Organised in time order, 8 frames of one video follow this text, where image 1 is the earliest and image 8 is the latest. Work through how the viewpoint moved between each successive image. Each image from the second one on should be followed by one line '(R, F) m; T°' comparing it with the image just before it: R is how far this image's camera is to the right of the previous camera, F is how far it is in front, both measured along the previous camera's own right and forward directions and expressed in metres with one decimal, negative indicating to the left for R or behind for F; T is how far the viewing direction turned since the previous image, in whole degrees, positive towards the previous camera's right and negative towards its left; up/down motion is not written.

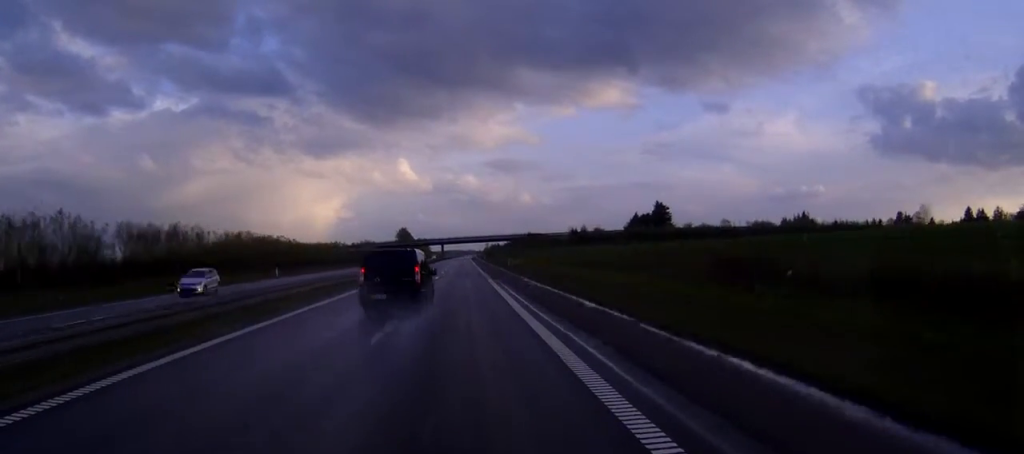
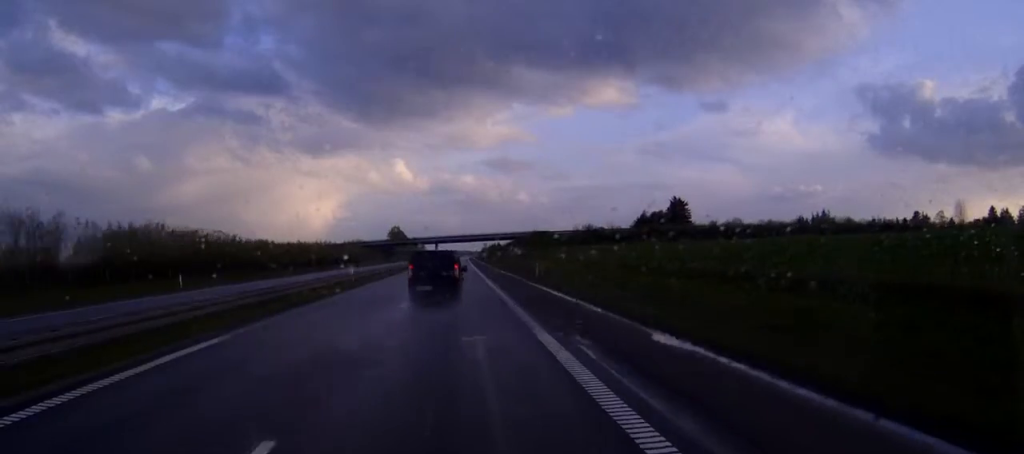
(+0.1, +28.3) m; 0°
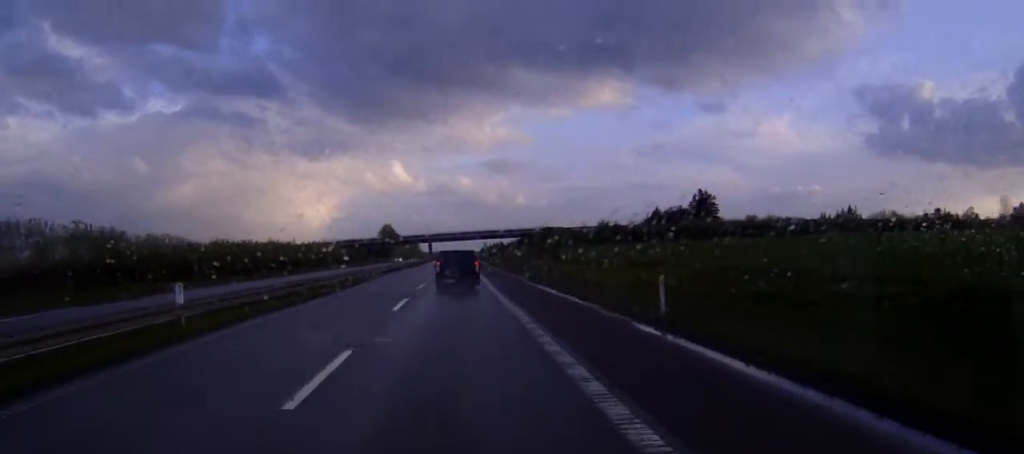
(+0.1, +31.6) m; 0°
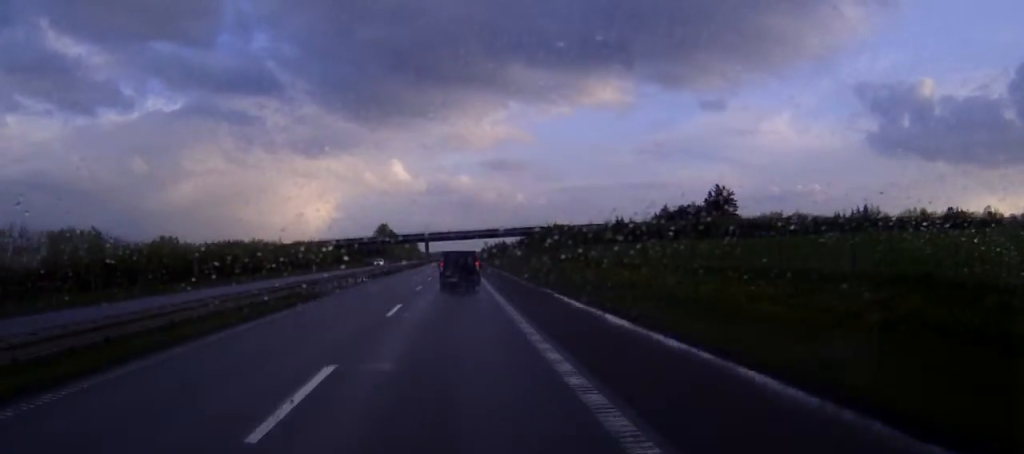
(0.0, +16.3) m; 0°
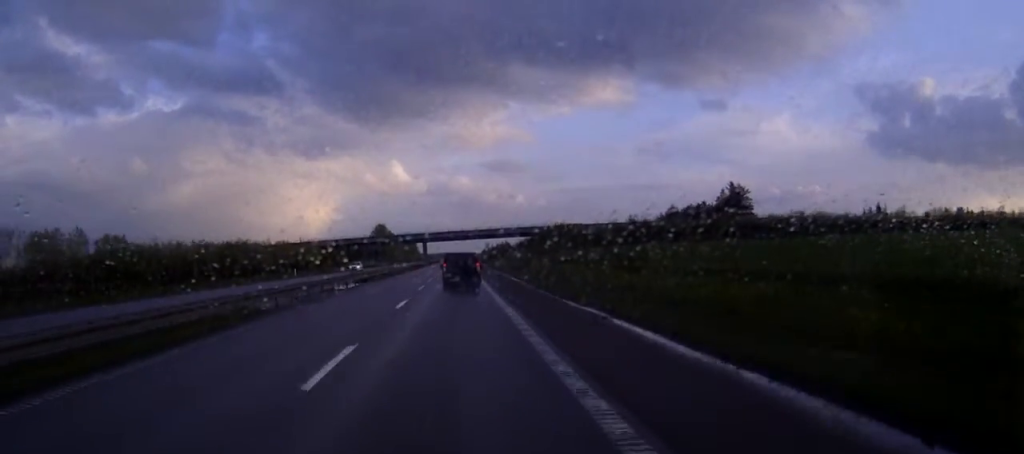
(-0.1, +12.0) m; 0°
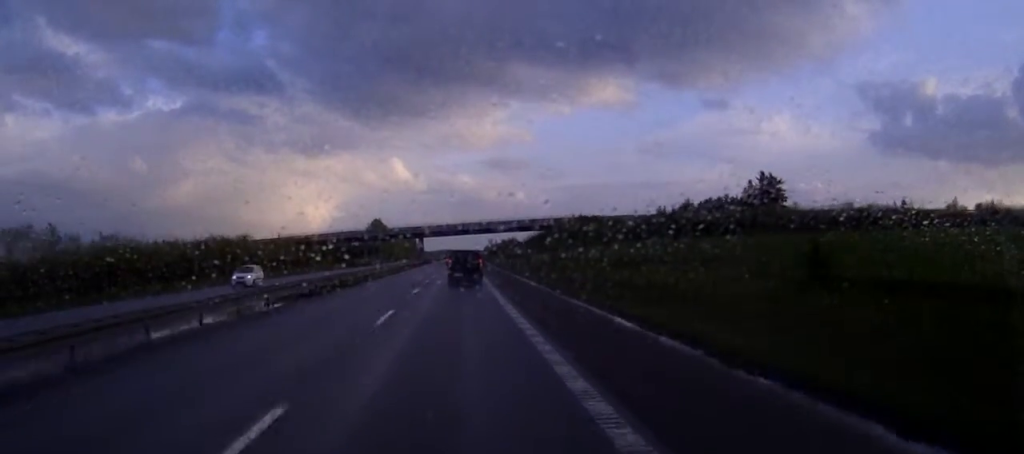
(0.0, +21.5) m; 0°
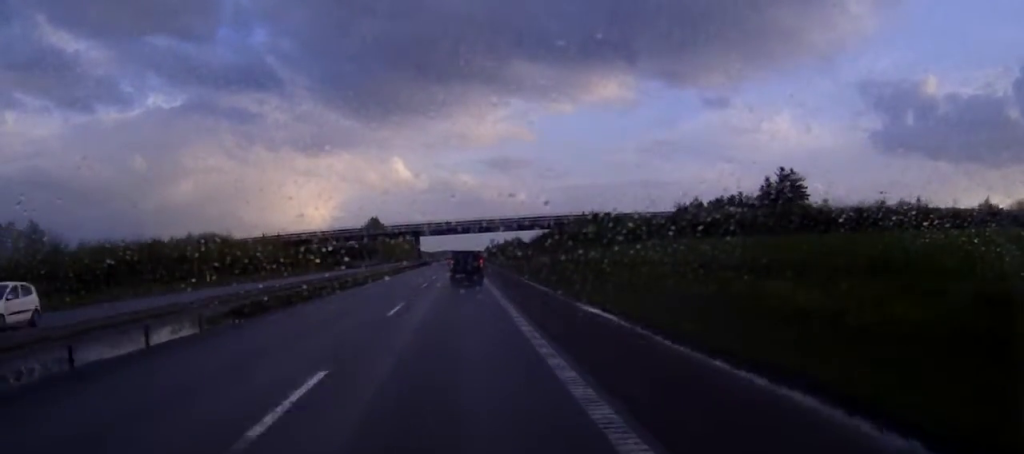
(0.0, +12.1) m; 0°
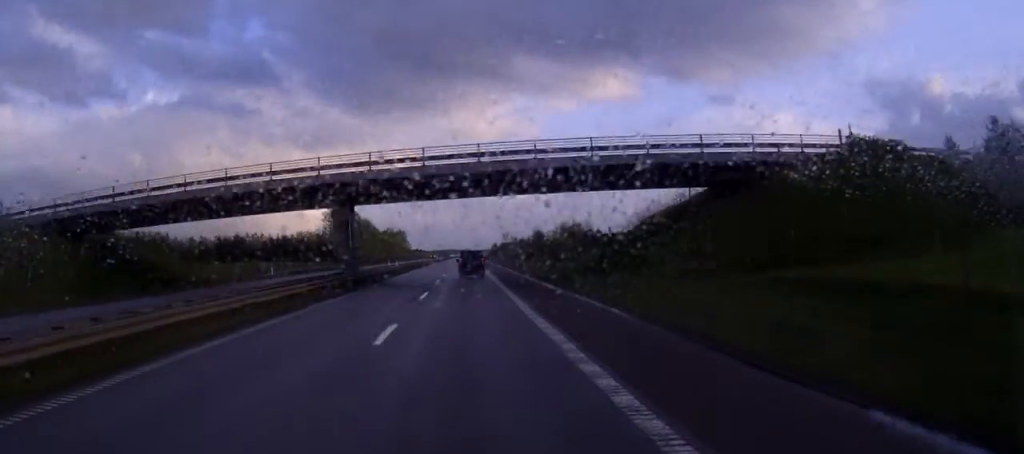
(+0.3, +82.2) m; +1°
